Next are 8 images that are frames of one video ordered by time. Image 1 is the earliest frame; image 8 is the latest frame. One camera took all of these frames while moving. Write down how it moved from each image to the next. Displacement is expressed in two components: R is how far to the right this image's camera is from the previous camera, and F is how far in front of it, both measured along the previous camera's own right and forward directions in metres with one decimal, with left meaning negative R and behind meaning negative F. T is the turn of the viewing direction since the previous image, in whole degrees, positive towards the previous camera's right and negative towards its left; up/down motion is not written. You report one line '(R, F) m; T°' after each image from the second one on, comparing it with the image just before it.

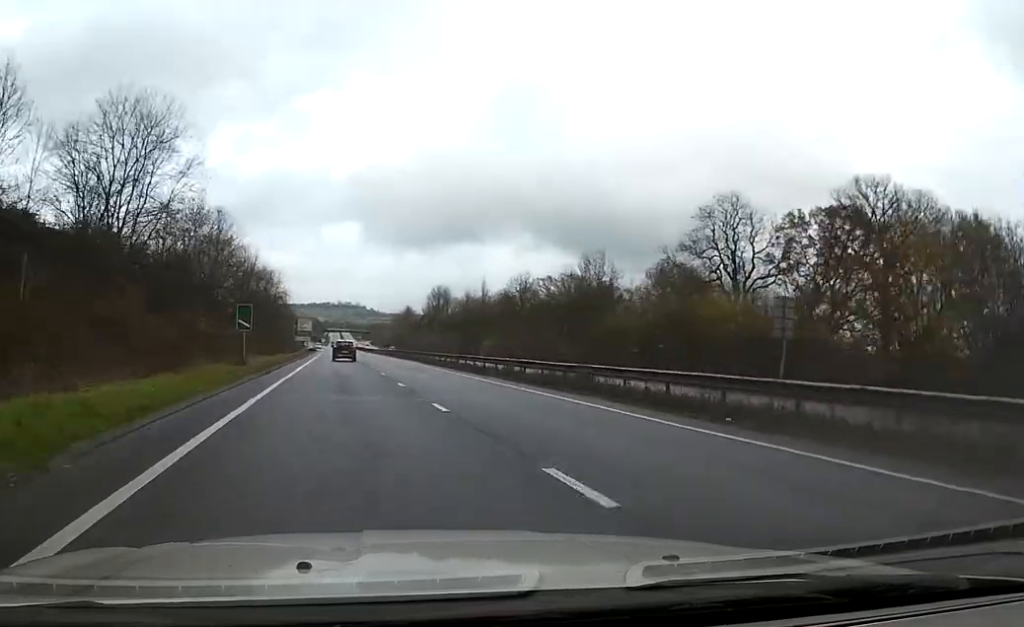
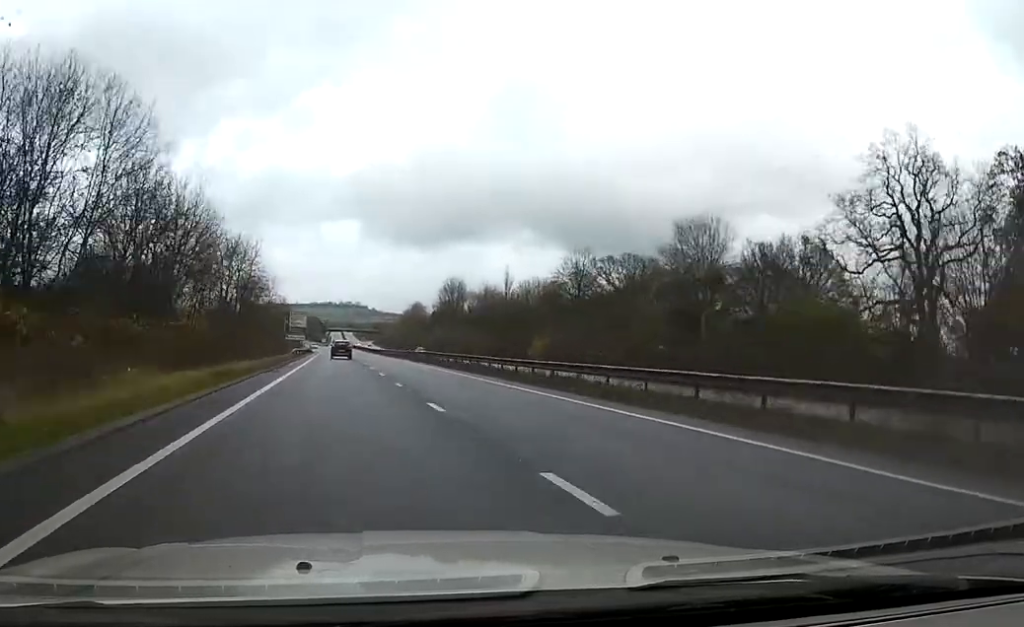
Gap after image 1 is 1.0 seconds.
(-0.2, +27.5) m; -1°
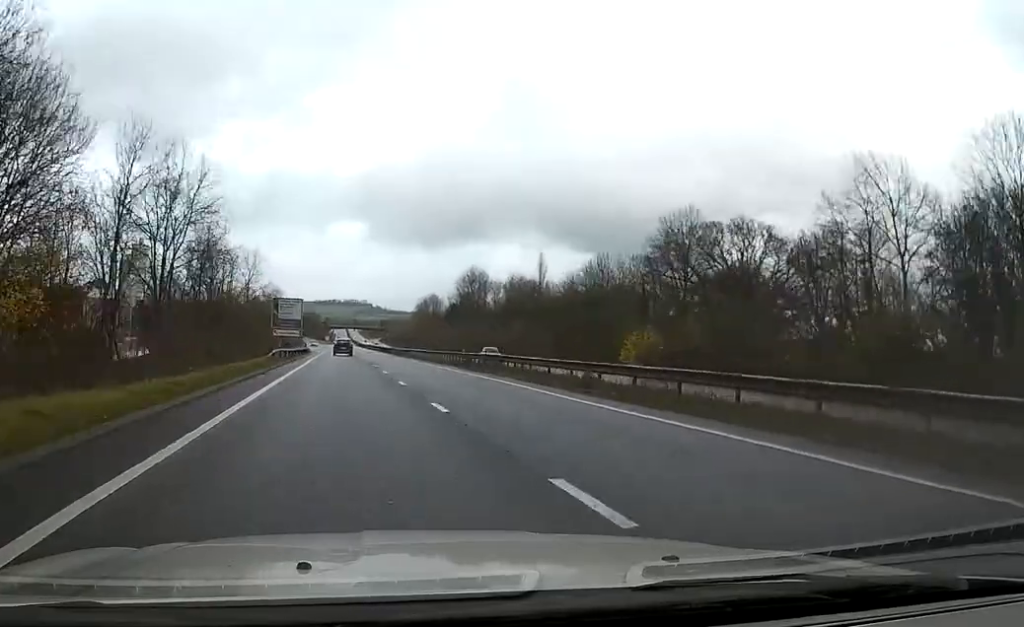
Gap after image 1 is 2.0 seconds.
(-0.2, +26.6) m; 0°
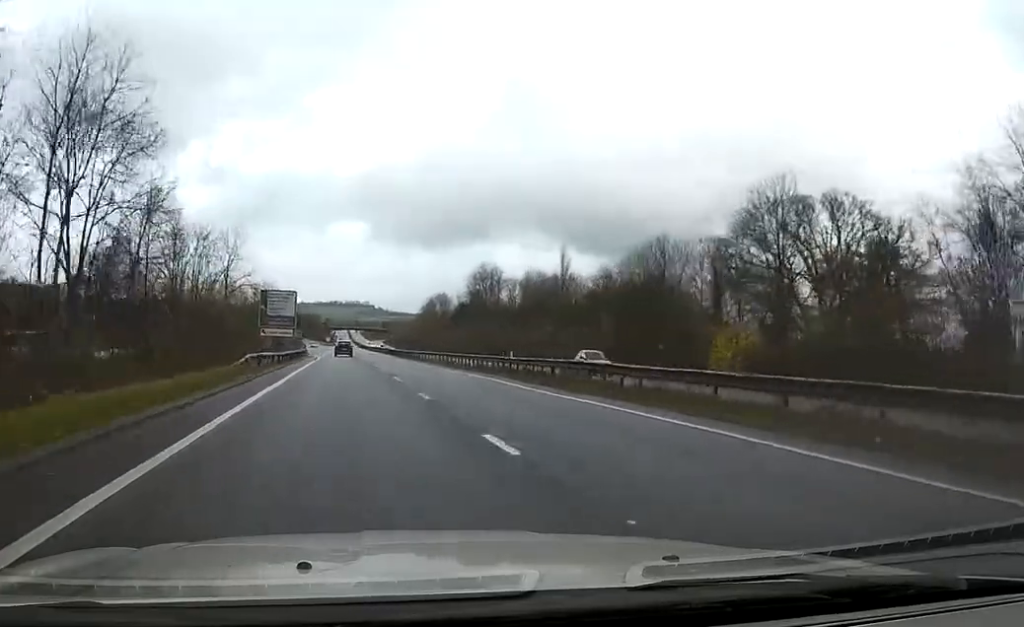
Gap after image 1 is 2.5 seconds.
(0.0, +14.7) m; 0°
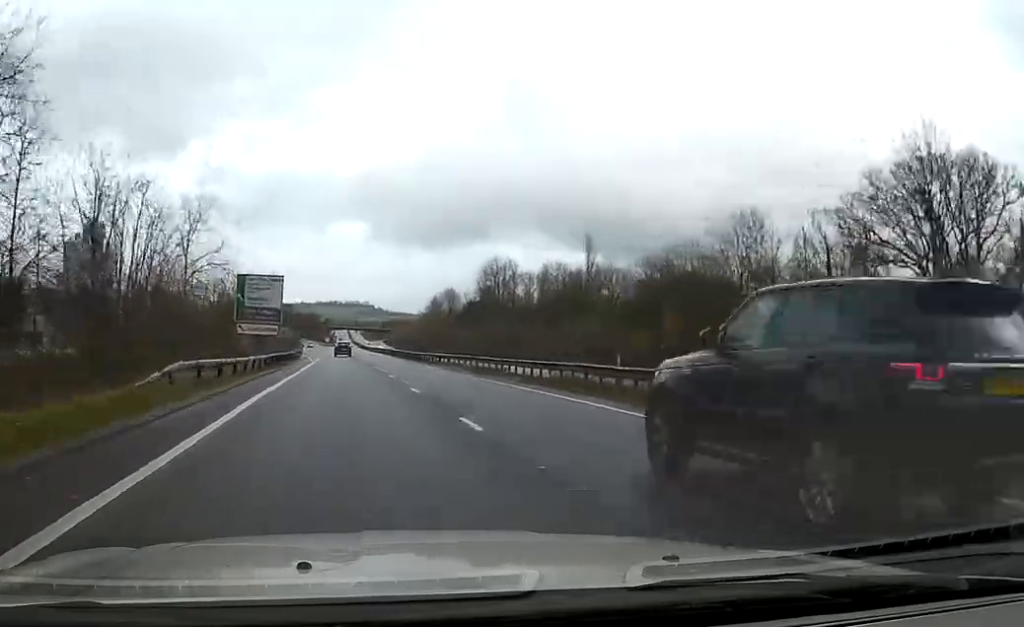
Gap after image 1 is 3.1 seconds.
(0.0, +15.6) m; 0°
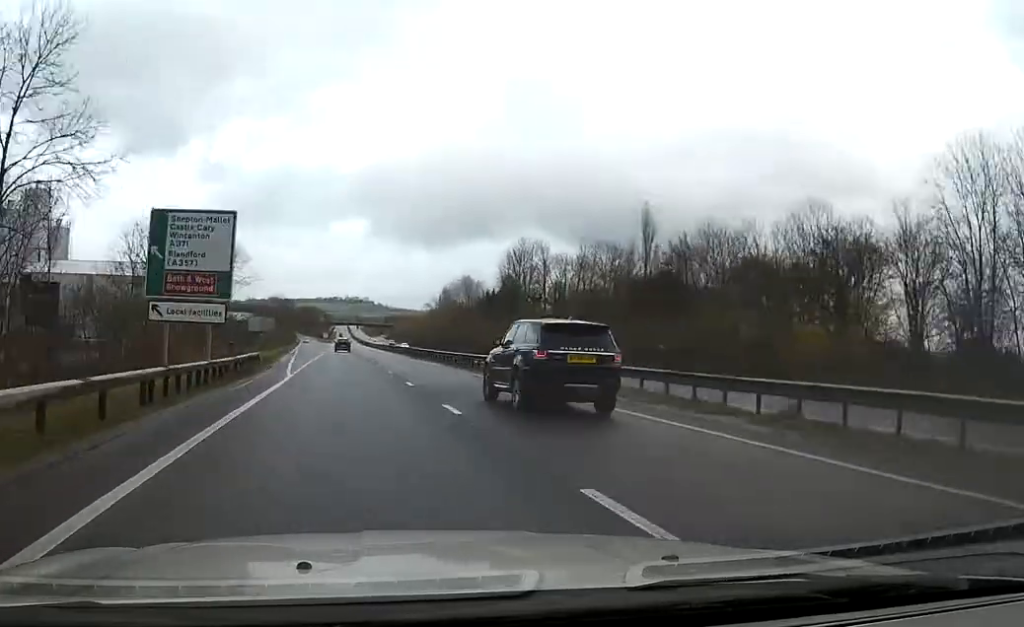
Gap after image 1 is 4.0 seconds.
(0.0, +24.7) m; 0°
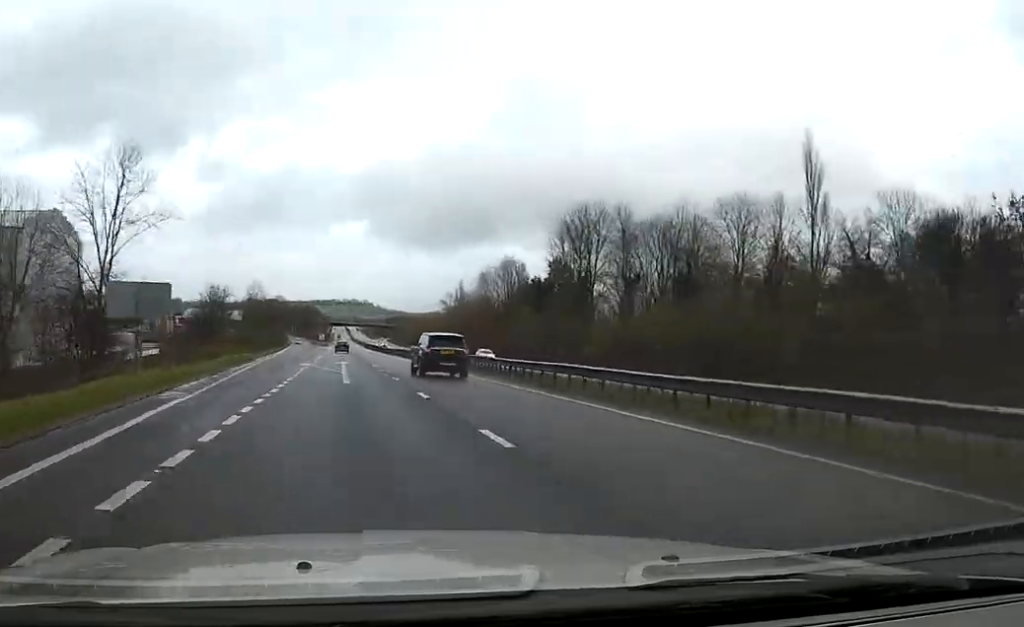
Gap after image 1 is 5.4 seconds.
(+0.6, +40.3) m; +1°
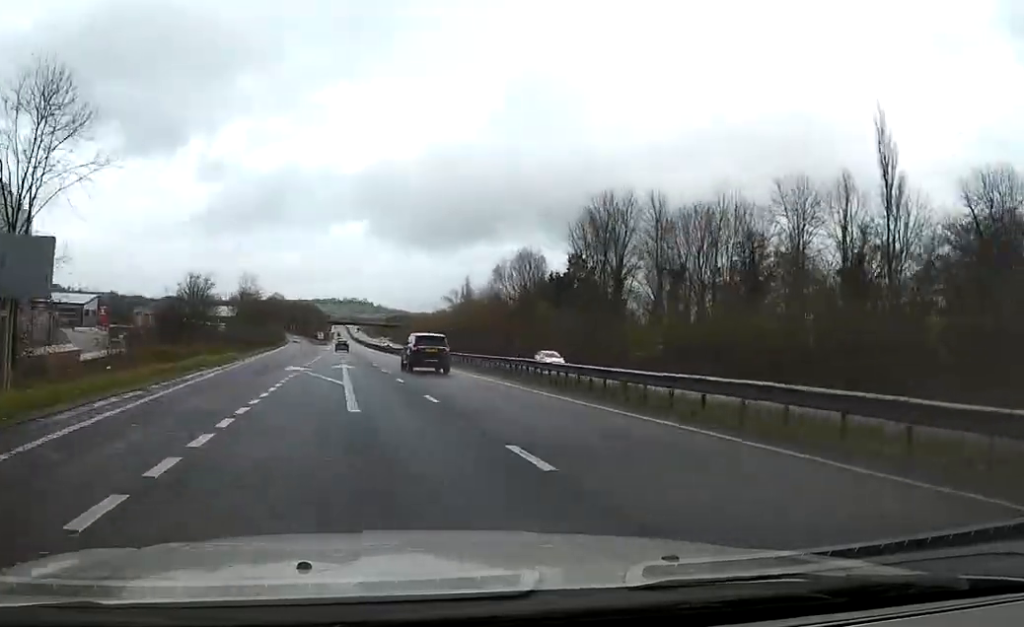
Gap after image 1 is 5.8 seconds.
(-0.1, +11.0) m; 0°
